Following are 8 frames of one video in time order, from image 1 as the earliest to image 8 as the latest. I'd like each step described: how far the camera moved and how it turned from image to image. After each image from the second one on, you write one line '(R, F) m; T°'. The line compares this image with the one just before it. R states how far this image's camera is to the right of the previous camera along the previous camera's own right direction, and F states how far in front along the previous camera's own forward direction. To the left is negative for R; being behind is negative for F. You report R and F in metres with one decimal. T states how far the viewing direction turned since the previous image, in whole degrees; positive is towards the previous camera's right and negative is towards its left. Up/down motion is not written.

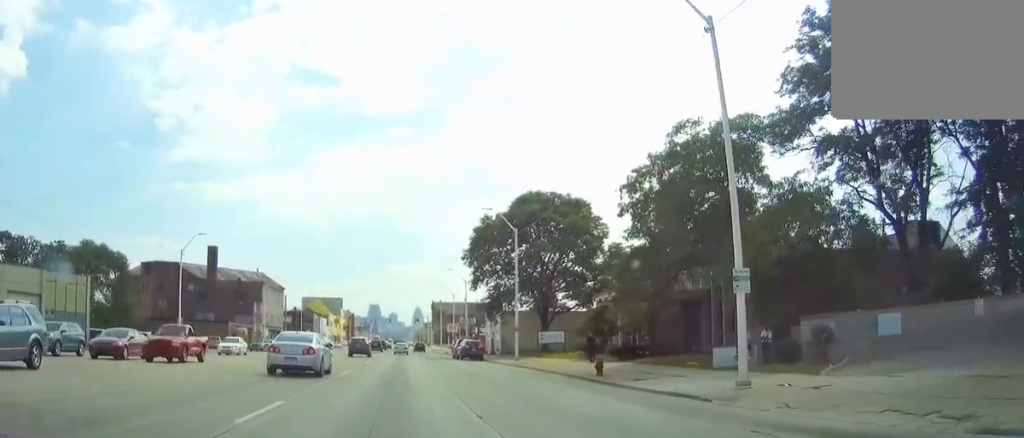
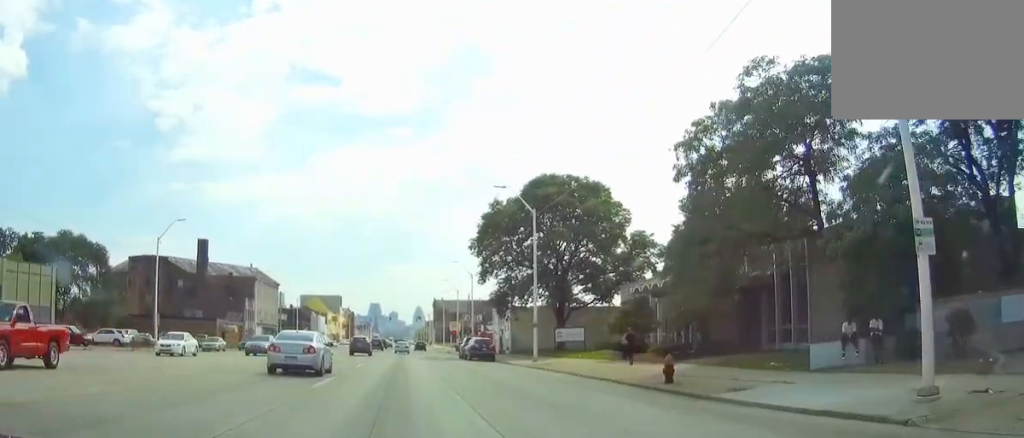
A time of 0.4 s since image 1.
(0.0, +7.5) m; 0°
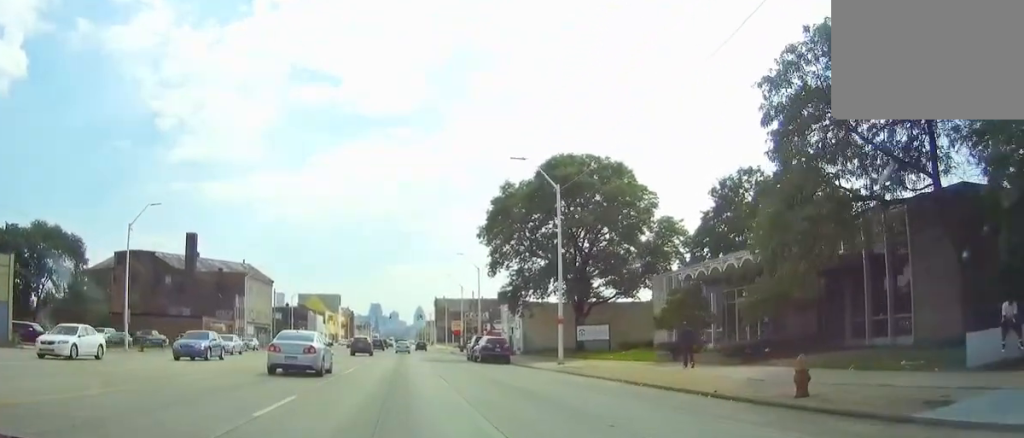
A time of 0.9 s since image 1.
(0.0, +8.2) m; 0°
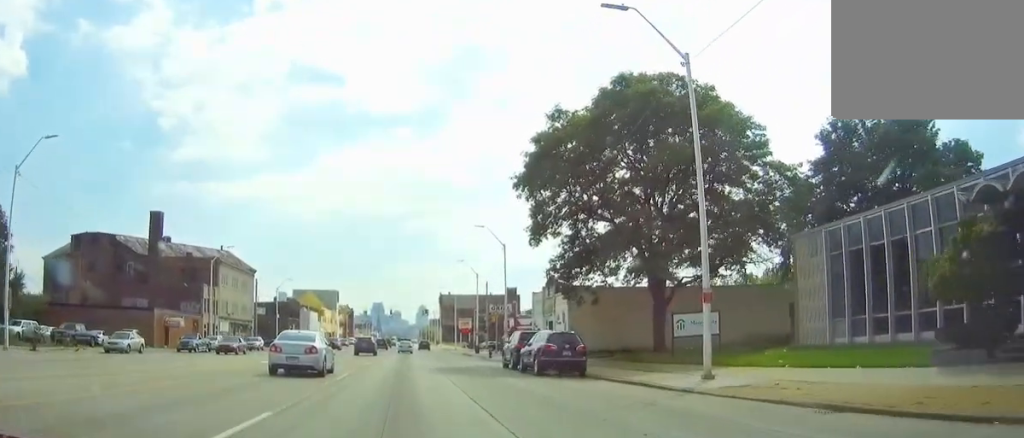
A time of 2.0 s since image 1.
(-0.1, +20.1) m; -1°
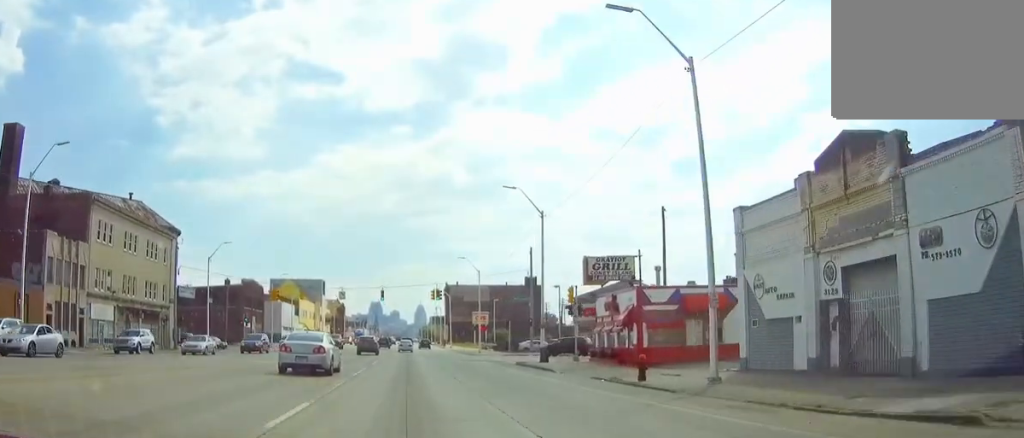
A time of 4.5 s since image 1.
(-0.2, +45.4) m; -1°
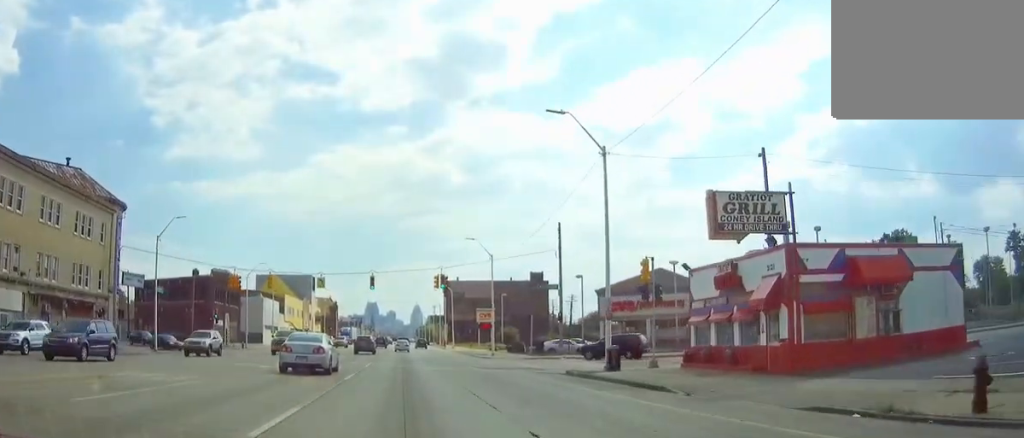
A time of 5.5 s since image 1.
(0.0, +17.0) m; +1°
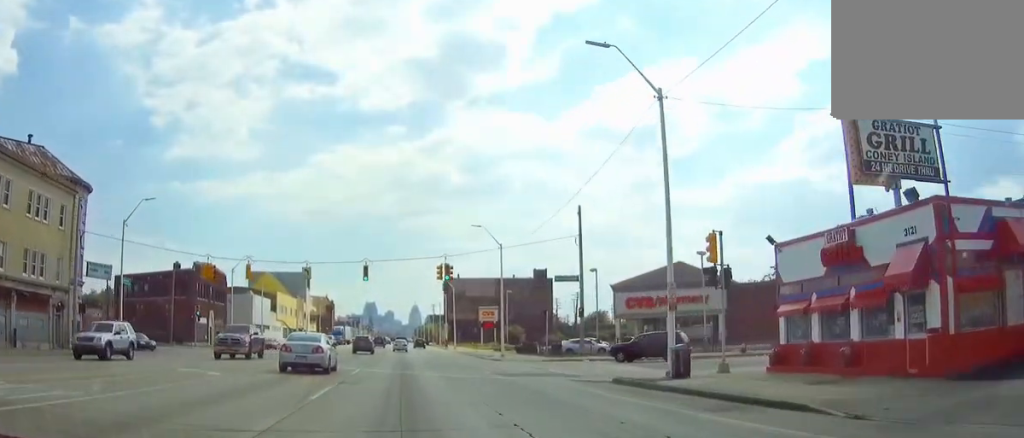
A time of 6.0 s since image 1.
(+0.1, +8.5) m; +1°
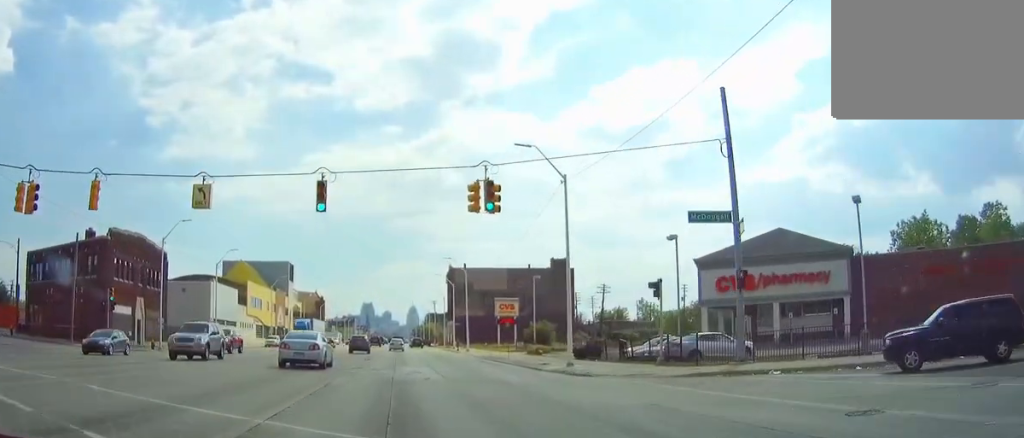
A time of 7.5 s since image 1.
(+0.4, +27.5) m; 0°
